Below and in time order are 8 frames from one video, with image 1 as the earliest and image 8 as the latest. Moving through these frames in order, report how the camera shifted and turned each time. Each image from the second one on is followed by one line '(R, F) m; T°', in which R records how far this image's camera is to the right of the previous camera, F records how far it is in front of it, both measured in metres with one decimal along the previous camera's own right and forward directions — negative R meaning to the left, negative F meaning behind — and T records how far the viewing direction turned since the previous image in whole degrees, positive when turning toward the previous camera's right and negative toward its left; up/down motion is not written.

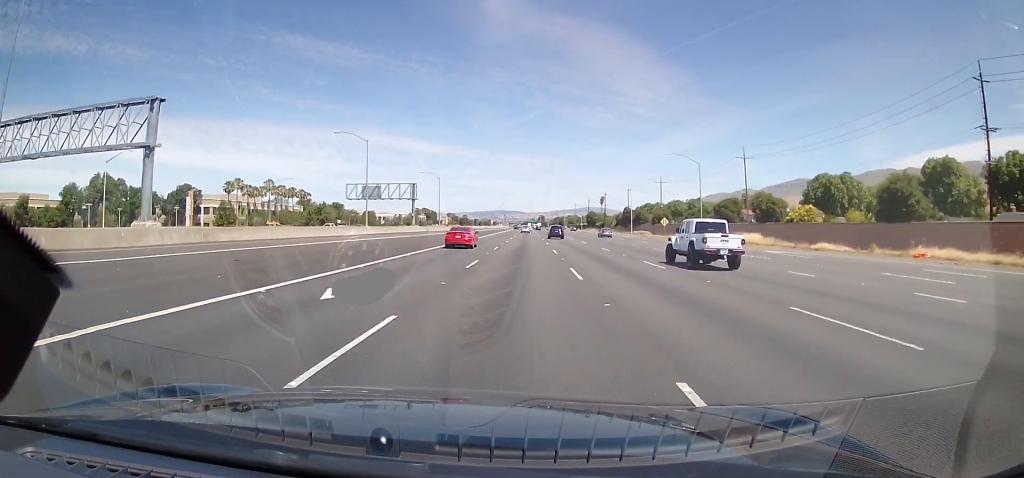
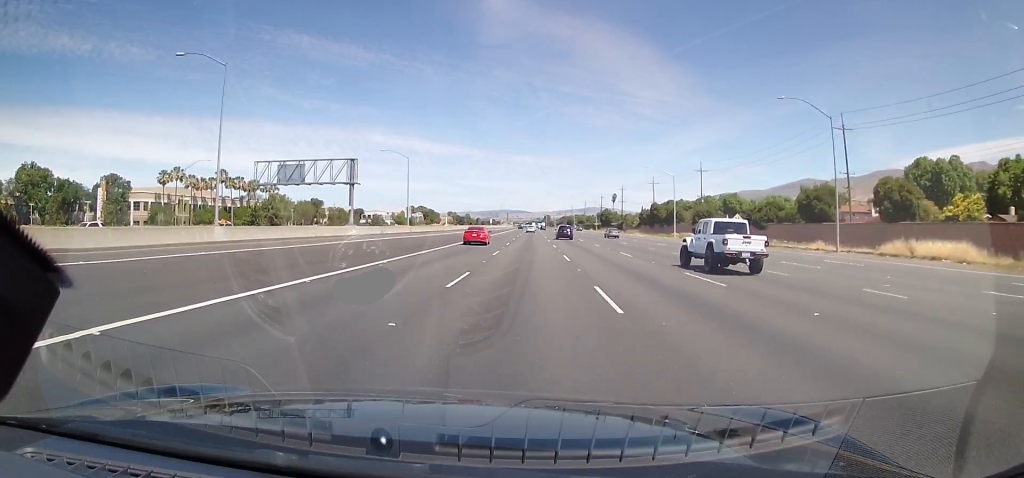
(-0.2, +36.9) m; 0°
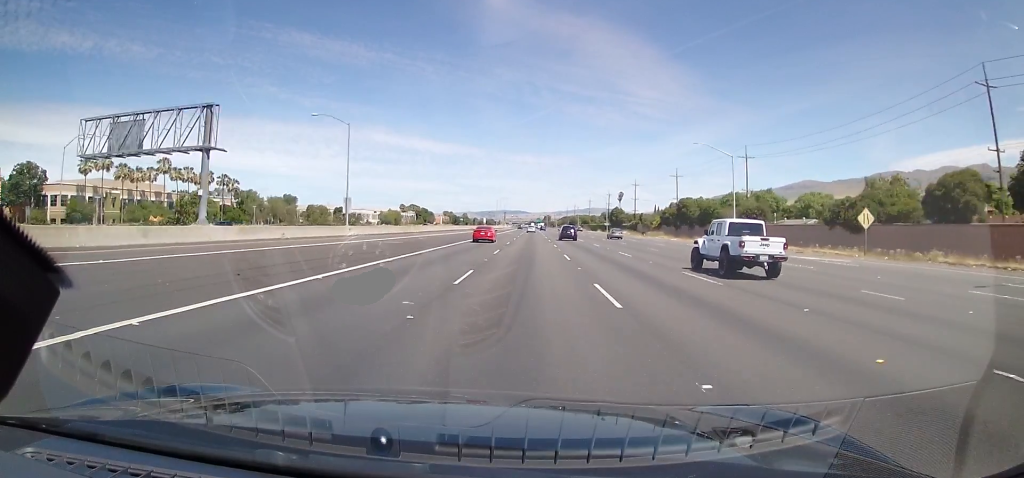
(+0.2, +30.0) m; 0°
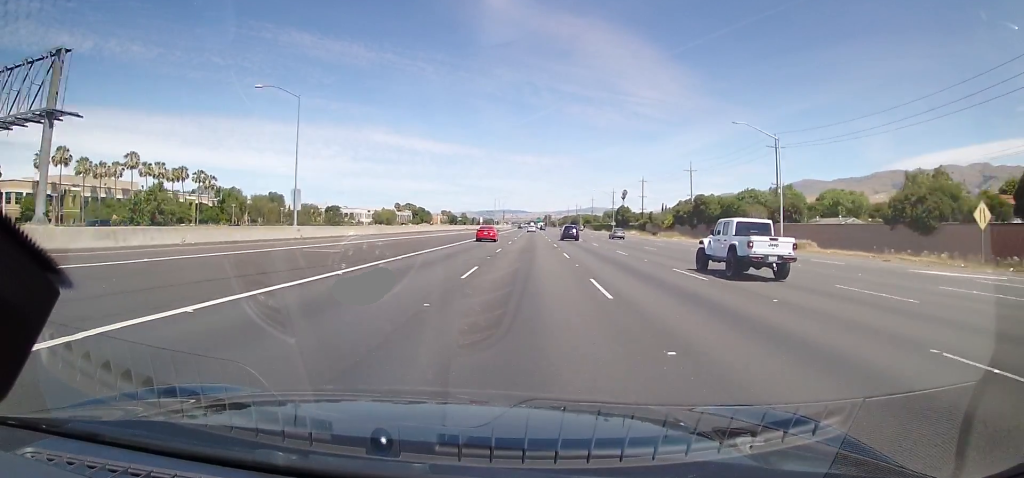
(+0.1, +13.8) m; 0°
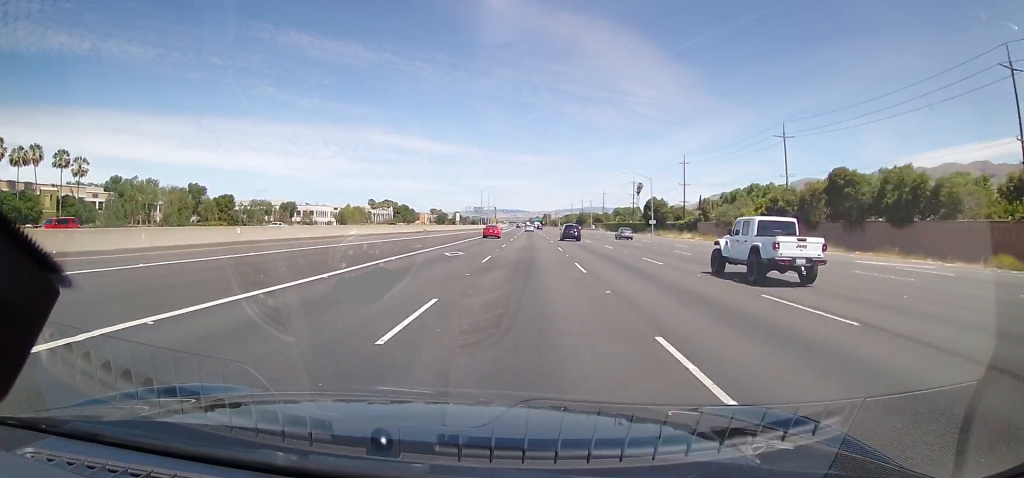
(-0.5, +55.1) m; 0°
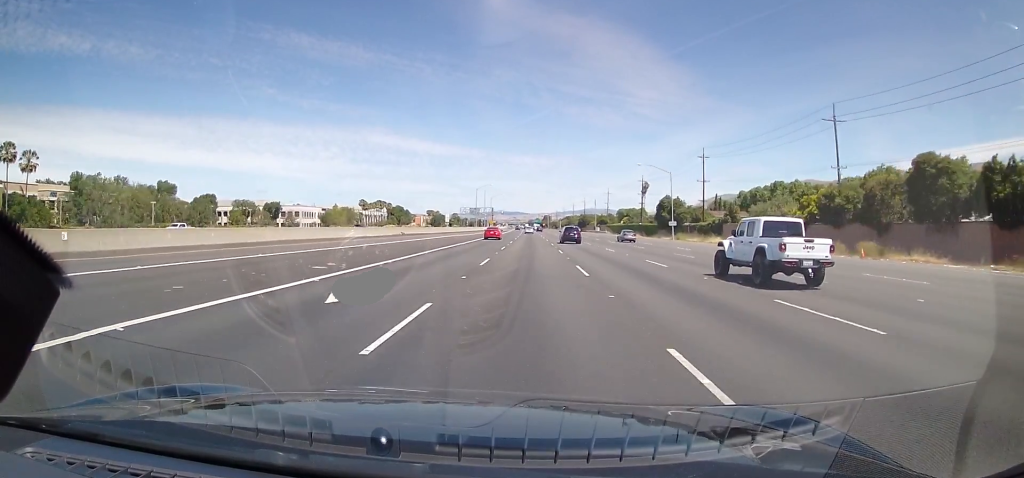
(0.0, +16.0) m; 0°
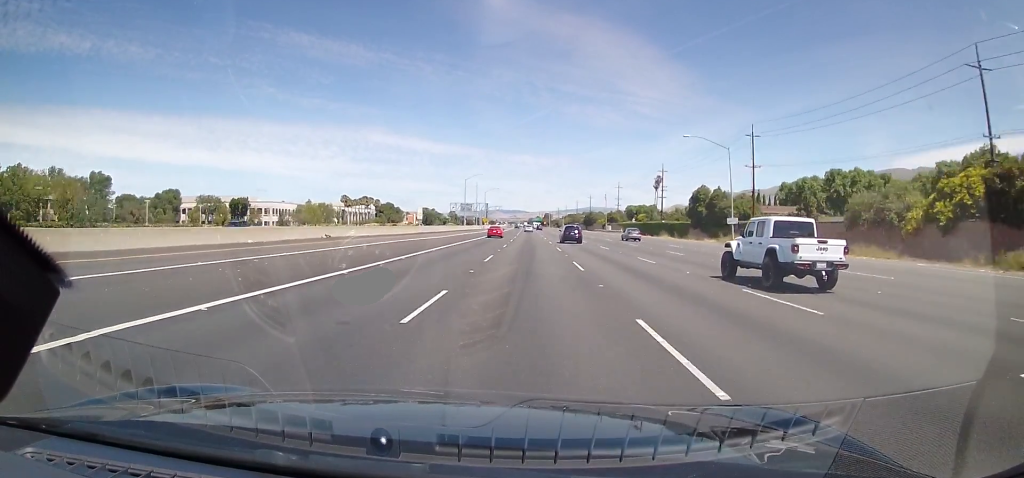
(+0.4, +28.6) m; 0°
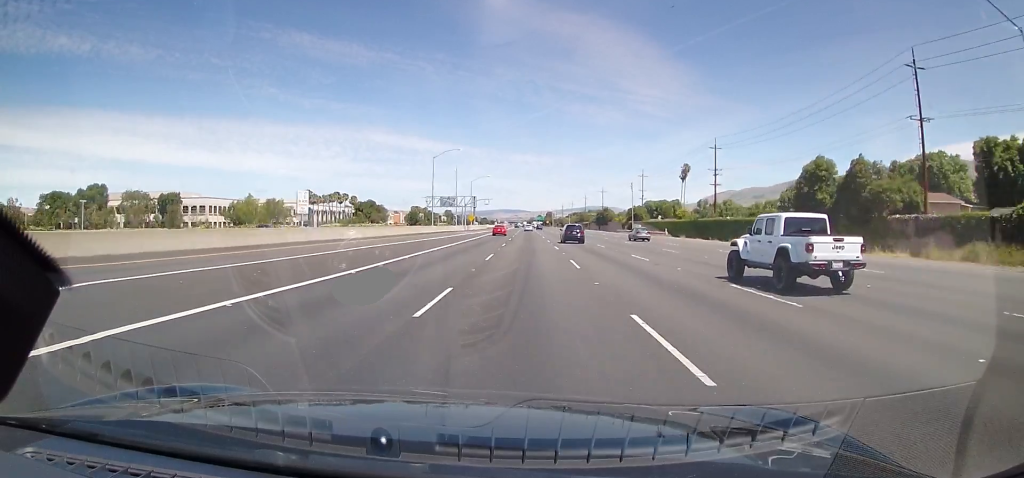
(-0.6, +45.7) m; 0°
